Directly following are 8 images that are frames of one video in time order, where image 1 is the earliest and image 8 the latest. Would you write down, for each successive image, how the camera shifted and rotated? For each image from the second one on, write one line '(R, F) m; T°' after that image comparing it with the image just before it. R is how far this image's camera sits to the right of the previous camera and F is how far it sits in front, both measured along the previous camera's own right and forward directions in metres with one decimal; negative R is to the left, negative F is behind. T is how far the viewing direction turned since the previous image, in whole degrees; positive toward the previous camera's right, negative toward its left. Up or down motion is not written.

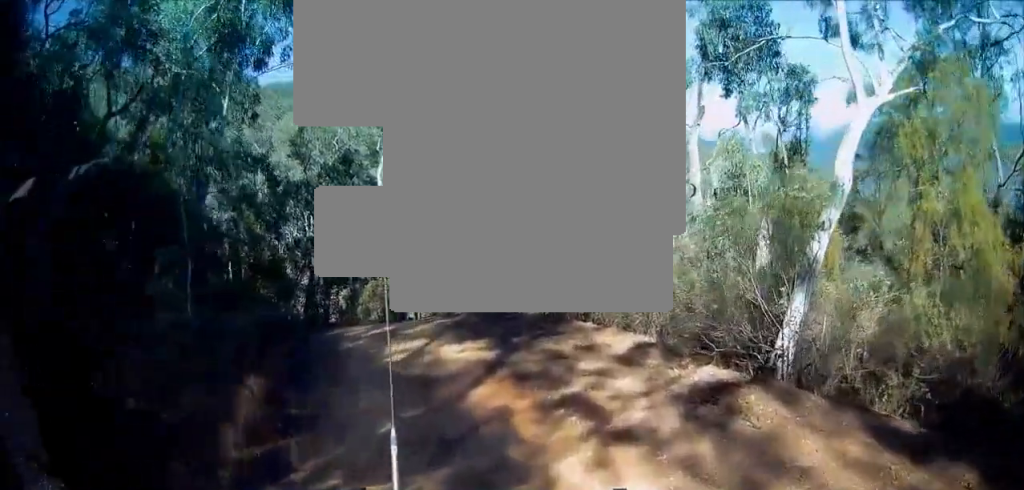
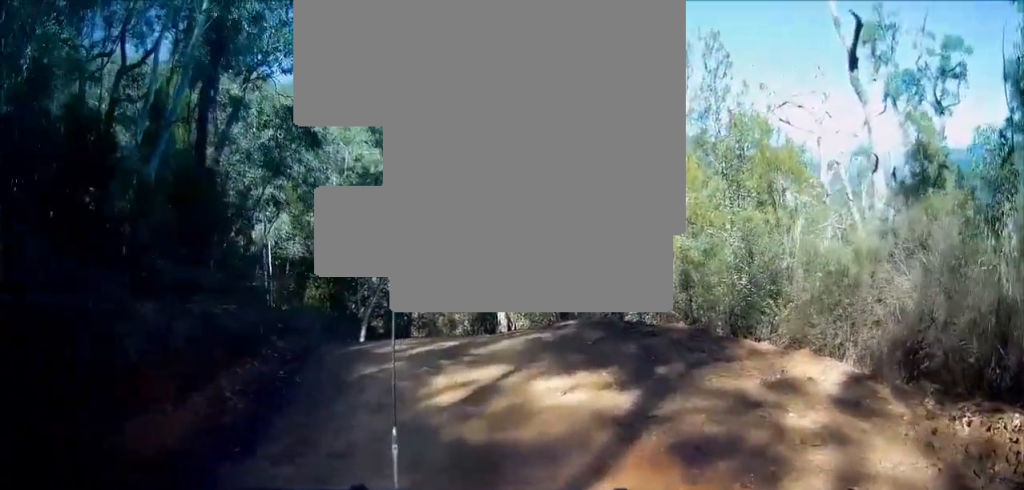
(-0.6, +5.4) m; -6°
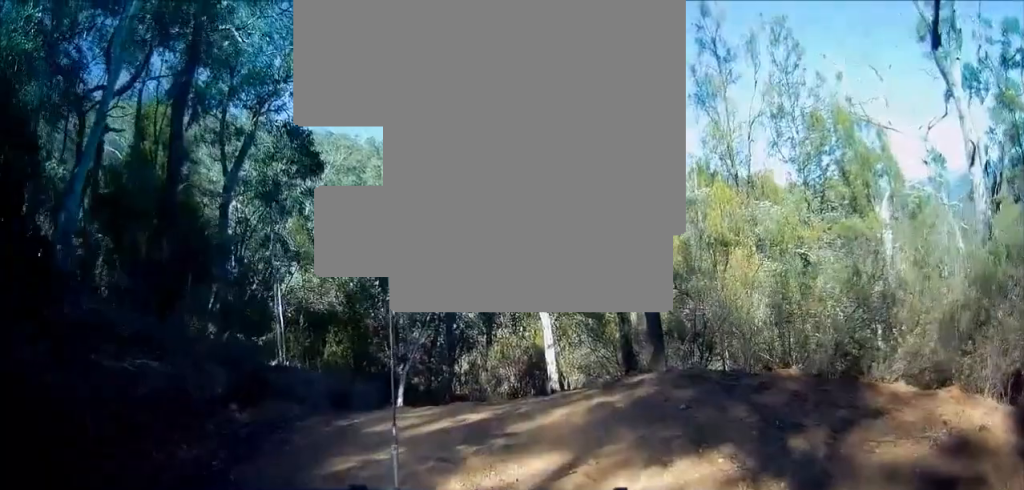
(+0.4, +2.6) m; -6°
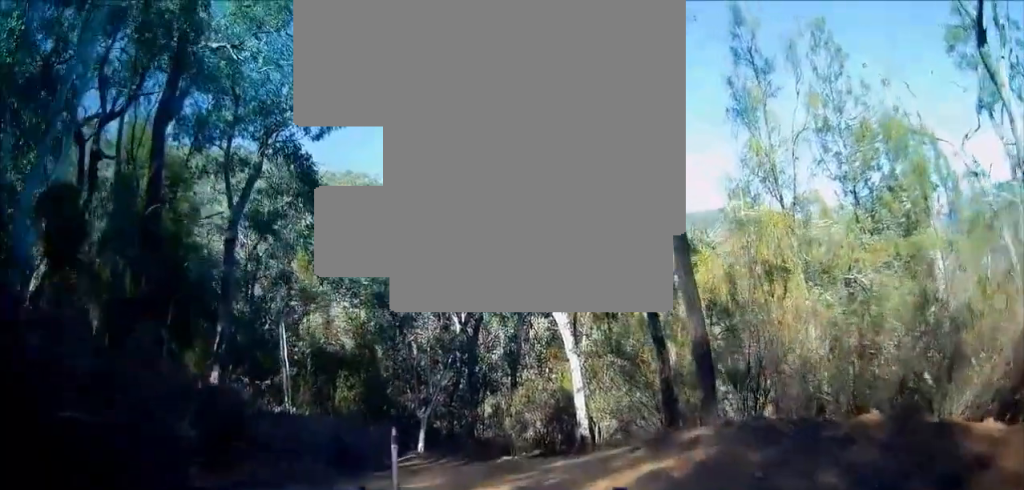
(-0.5, +1.3) m; -3°
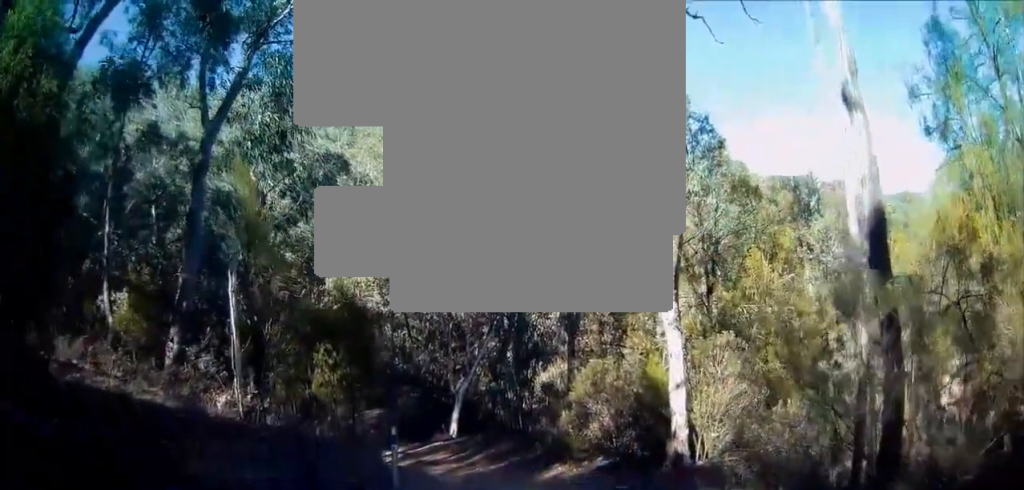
(+0.1, +6.0) m; 0°
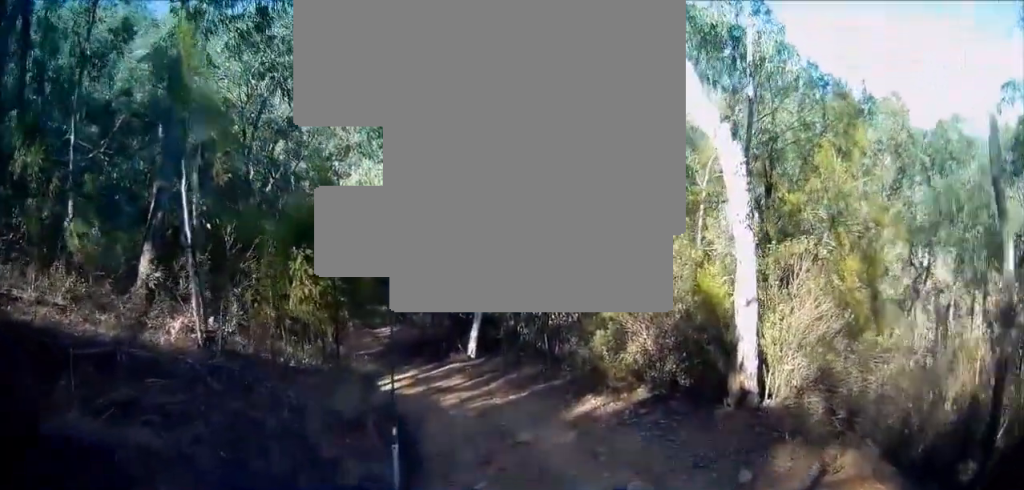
(-0.1, +2.2) m; -6°
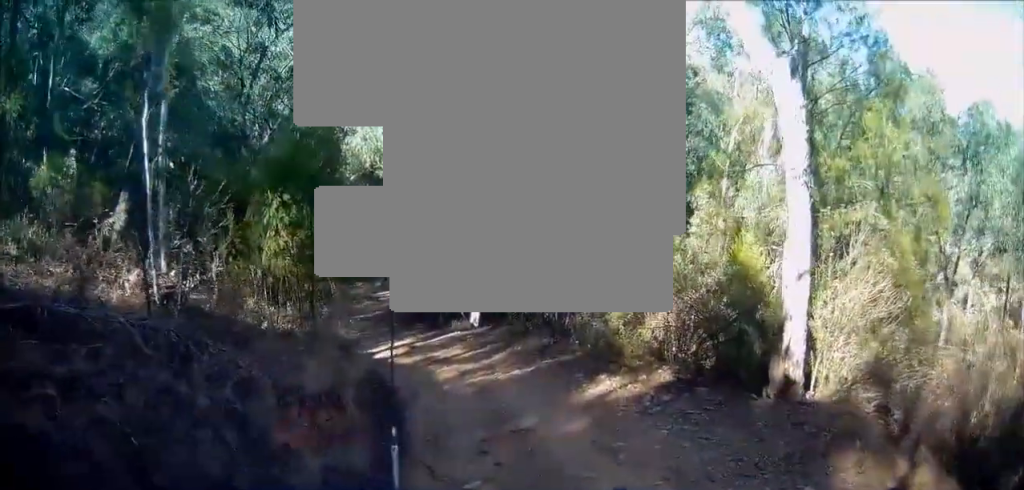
(0.0, +1.2) m; 0°
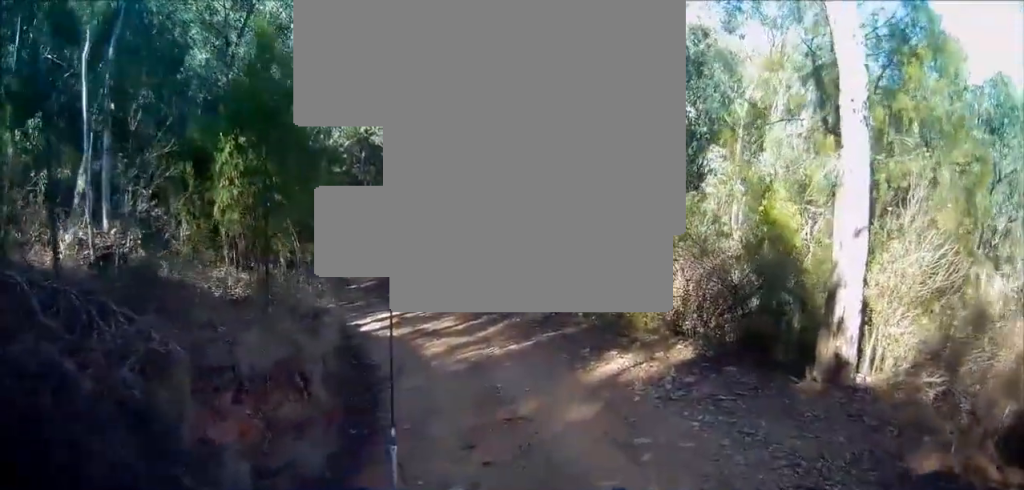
(-0.1, +1.2) m; +6°
